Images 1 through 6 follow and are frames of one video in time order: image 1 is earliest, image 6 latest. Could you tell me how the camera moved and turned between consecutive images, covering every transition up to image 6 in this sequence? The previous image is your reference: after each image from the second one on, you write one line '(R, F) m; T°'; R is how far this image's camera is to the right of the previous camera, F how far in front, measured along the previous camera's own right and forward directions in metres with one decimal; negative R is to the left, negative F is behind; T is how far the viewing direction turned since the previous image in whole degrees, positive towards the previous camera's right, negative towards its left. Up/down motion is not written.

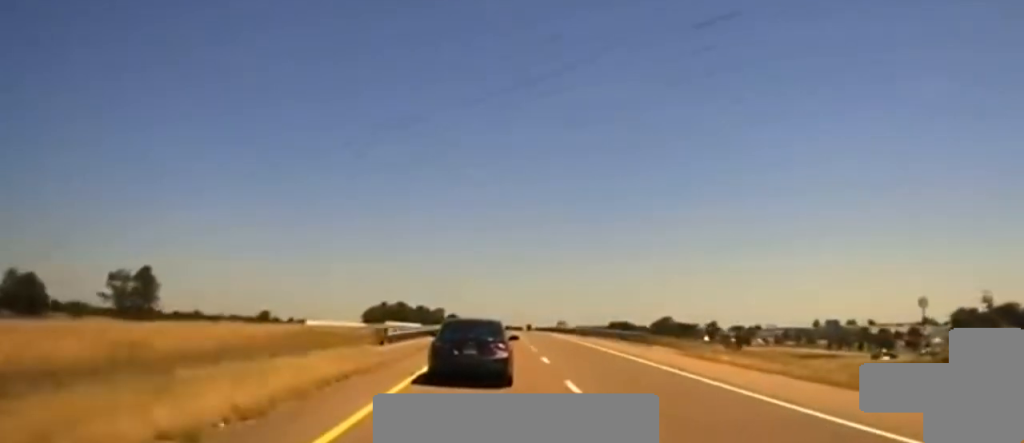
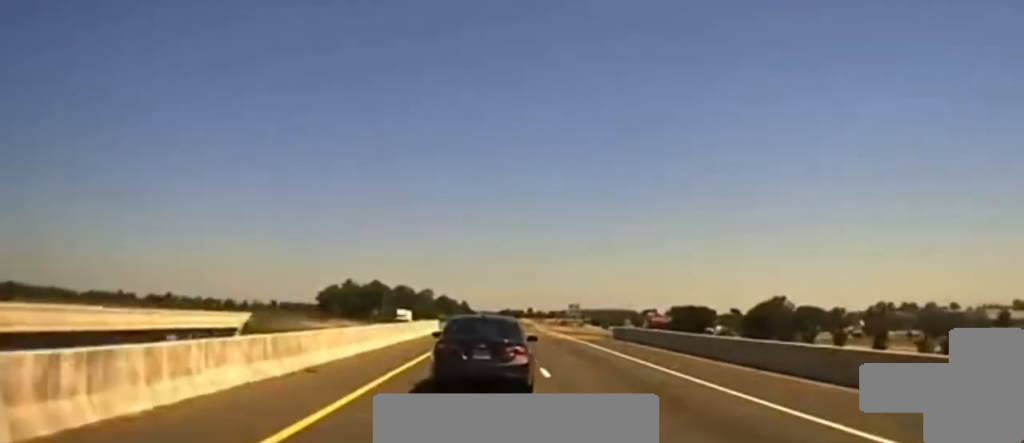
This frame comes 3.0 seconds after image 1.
(+0.6, +139.0) m; 0°
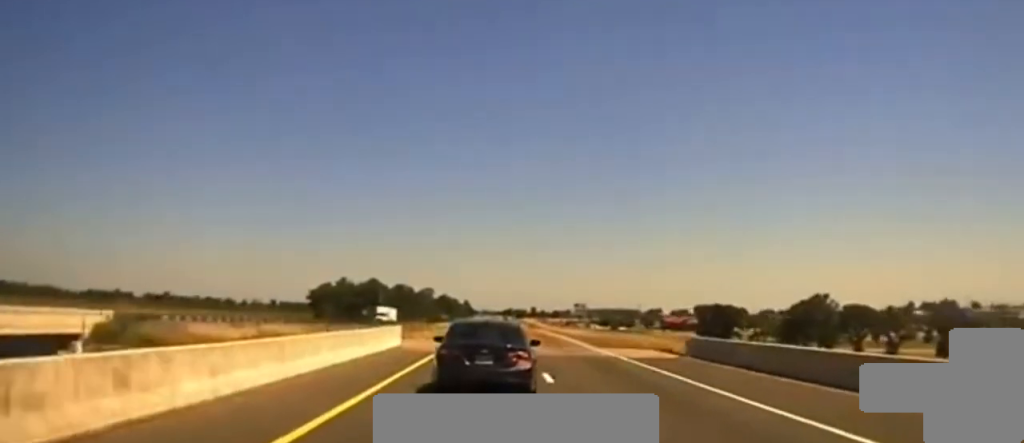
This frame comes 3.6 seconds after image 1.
(0.0, +24.1) m; 0°
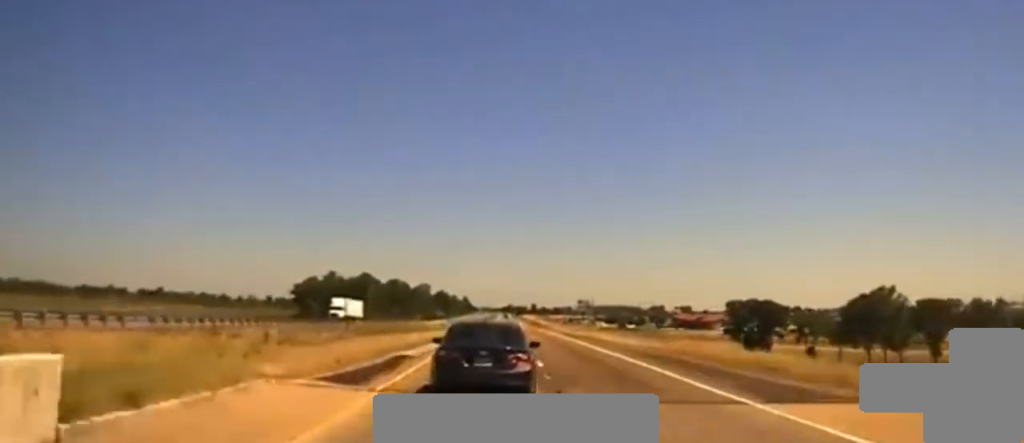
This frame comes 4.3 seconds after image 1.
(0.0, +30.5) m; 0°
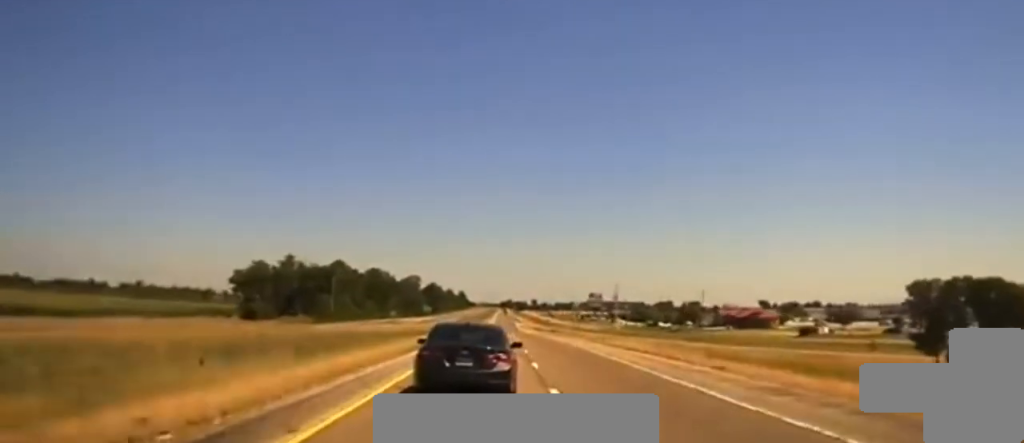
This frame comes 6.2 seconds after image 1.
(0.0, +76.7) m; 0°
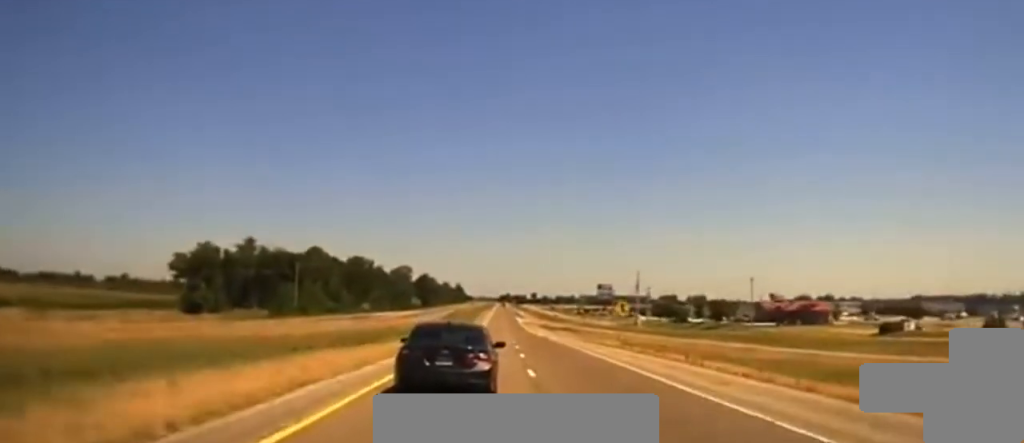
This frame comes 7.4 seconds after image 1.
(0.0, +57.5) m; 0°
